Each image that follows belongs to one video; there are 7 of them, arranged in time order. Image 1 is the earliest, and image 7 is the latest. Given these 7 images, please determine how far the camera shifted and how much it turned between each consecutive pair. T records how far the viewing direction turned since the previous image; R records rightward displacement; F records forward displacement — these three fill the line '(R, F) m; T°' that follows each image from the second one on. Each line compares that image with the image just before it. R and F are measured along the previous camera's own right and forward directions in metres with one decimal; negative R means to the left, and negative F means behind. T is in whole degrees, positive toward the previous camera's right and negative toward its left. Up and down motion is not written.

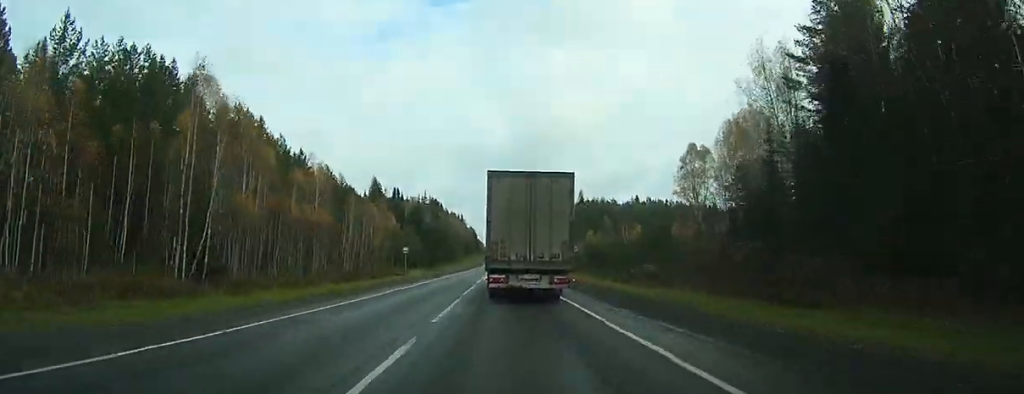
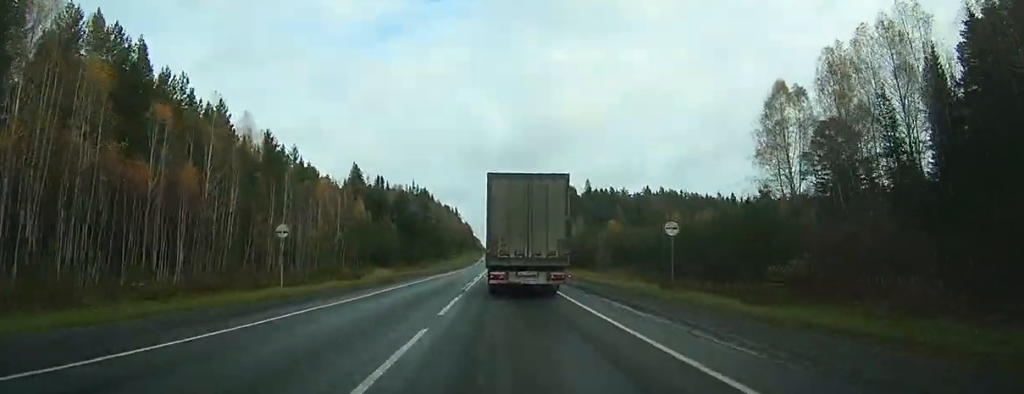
(-0.1, +35.2) m; 0°
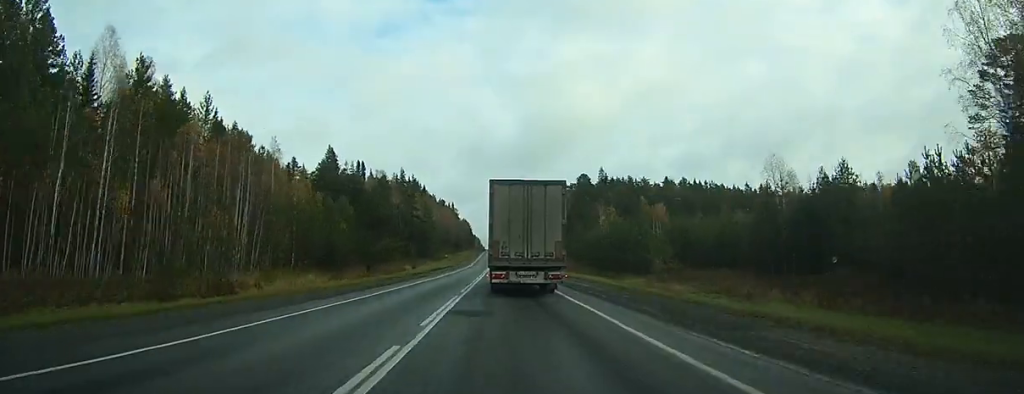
(-0.2, +38.5) m; 0°
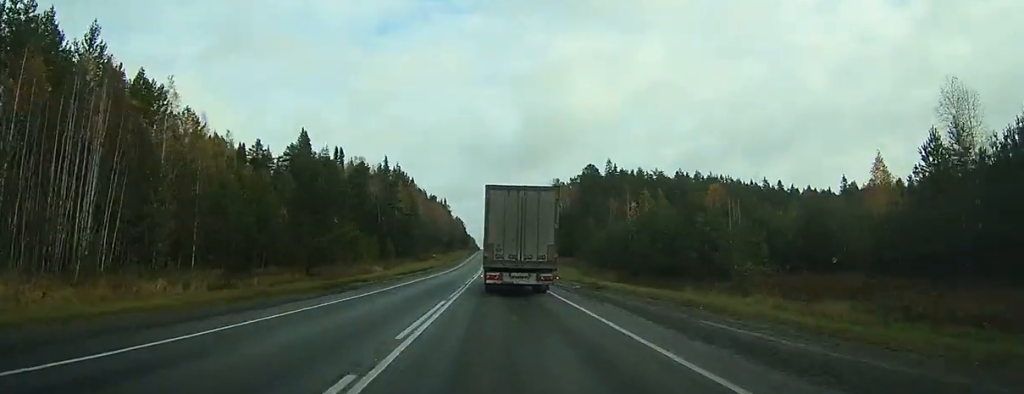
(0.0, +25.4) m; 0°
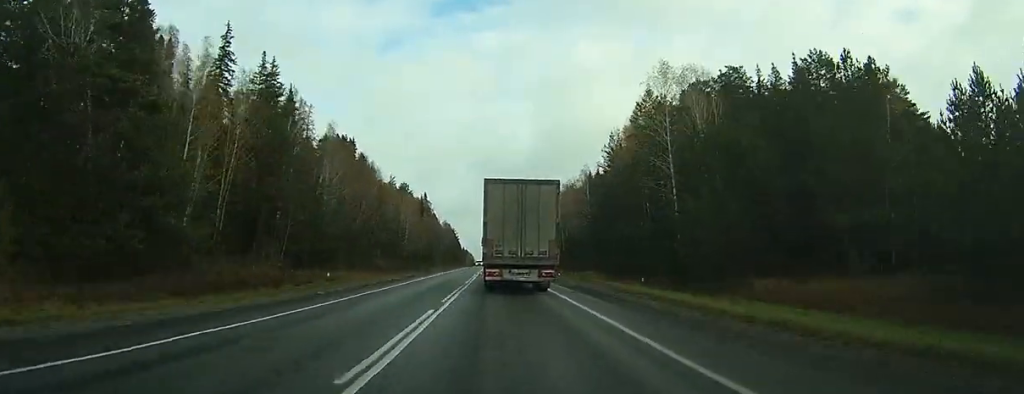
(0.0, +105.8) m; 0°
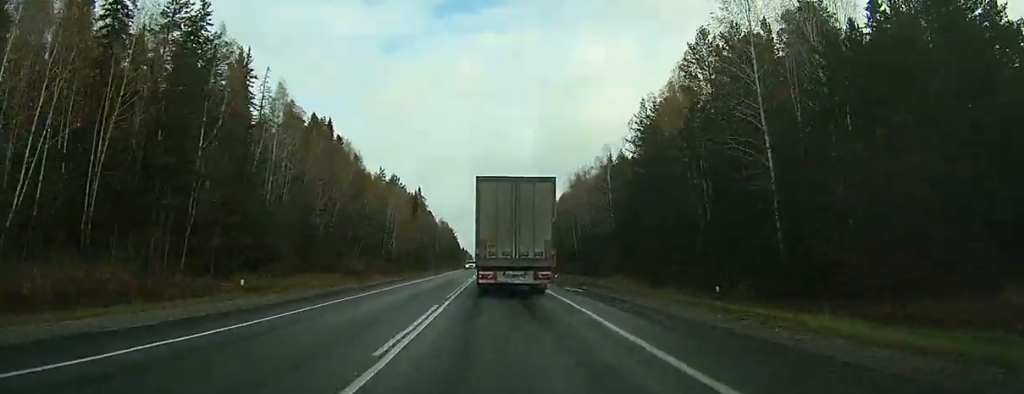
(0.0, +22.1) m; 0°
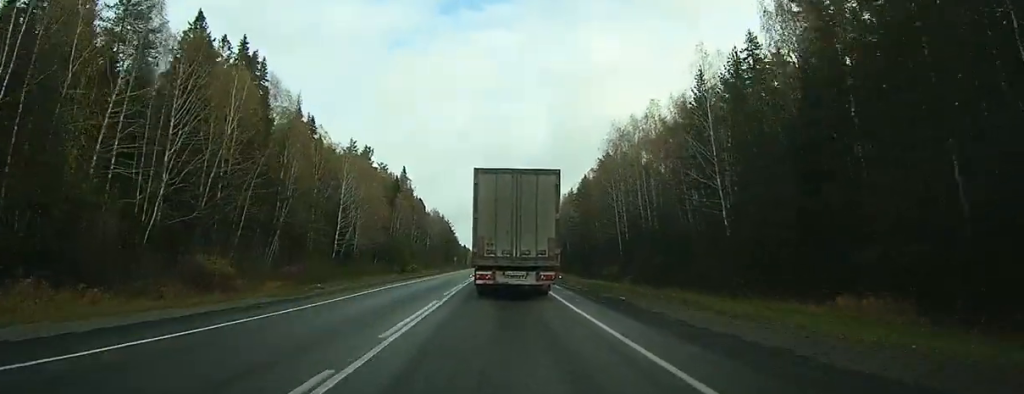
(-0.1, +48.1) m; +2°
